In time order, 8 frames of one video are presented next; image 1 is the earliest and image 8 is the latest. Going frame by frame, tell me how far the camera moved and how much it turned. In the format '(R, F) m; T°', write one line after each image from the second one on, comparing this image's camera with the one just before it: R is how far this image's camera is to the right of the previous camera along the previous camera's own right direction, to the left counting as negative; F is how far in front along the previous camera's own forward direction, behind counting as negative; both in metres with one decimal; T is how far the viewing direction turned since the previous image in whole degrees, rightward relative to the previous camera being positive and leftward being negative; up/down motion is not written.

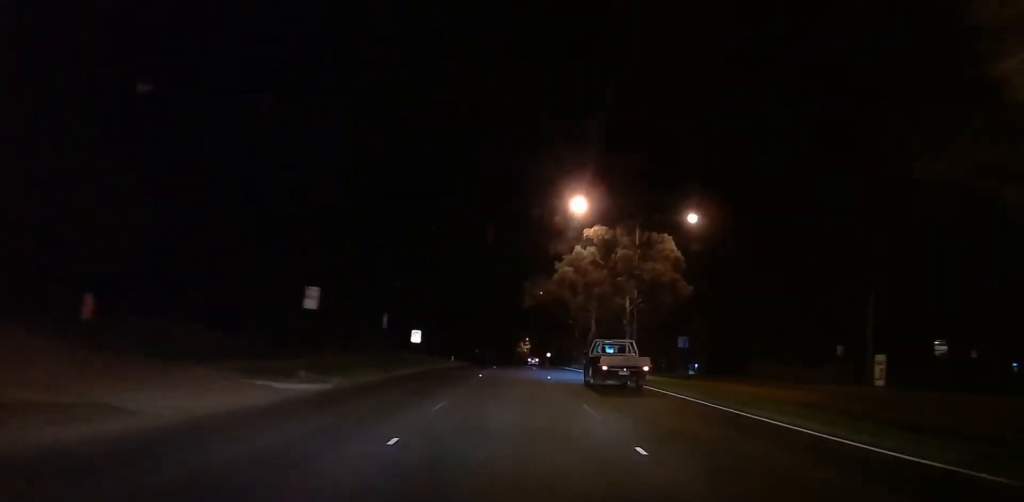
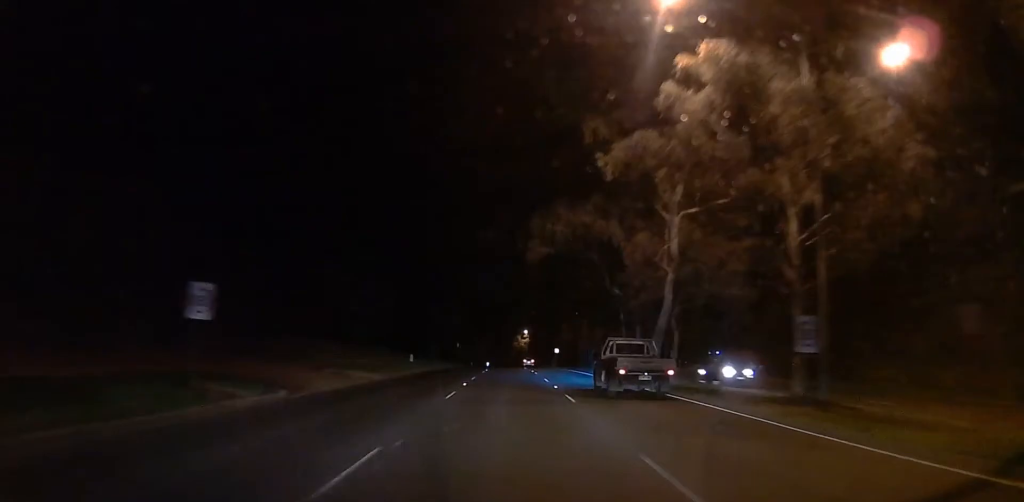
(-0.4, +31.6) m; -1°
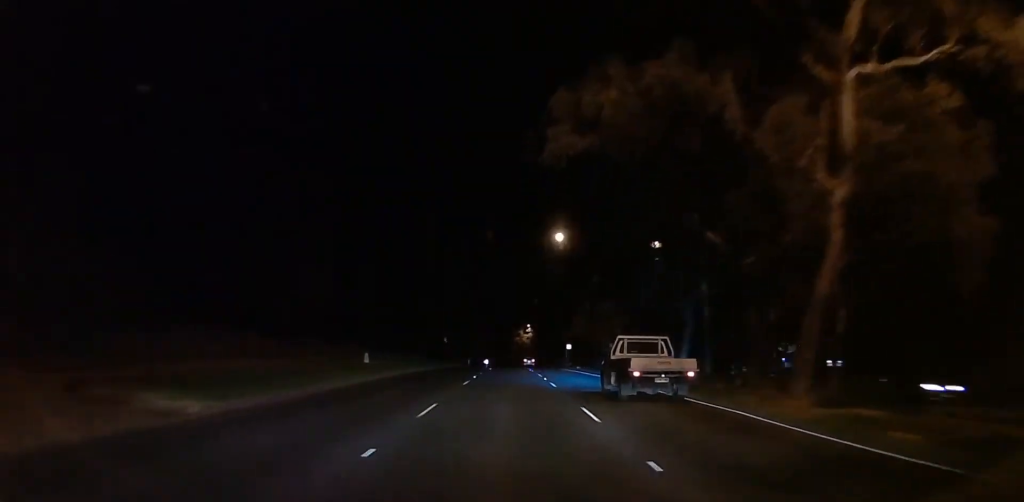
(0.0, +16.9) m; 0°
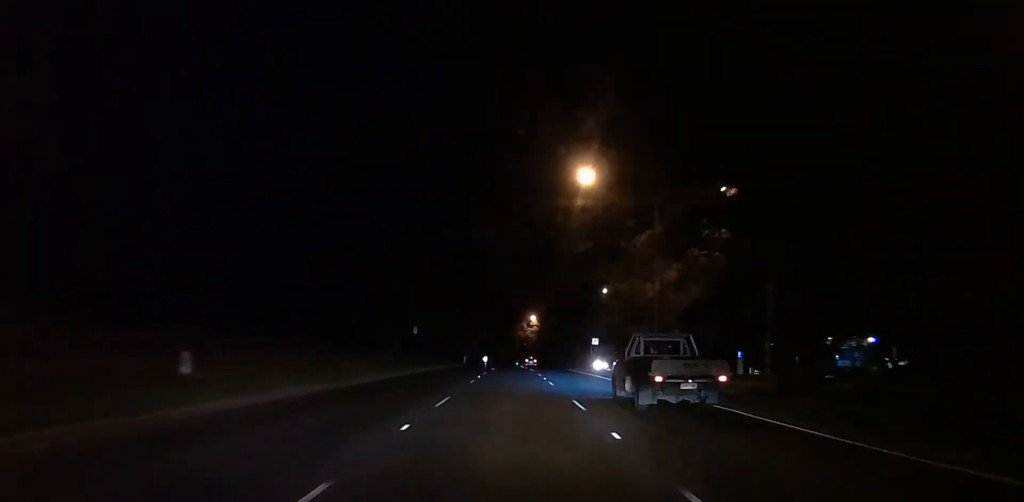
(0.0, +20.4) m; 0°
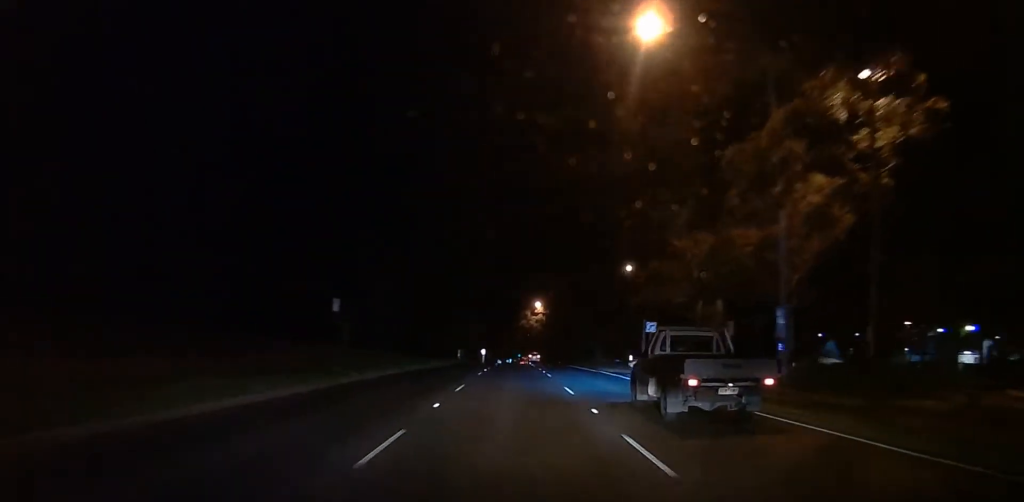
(0.0, +19.8) m; 0°
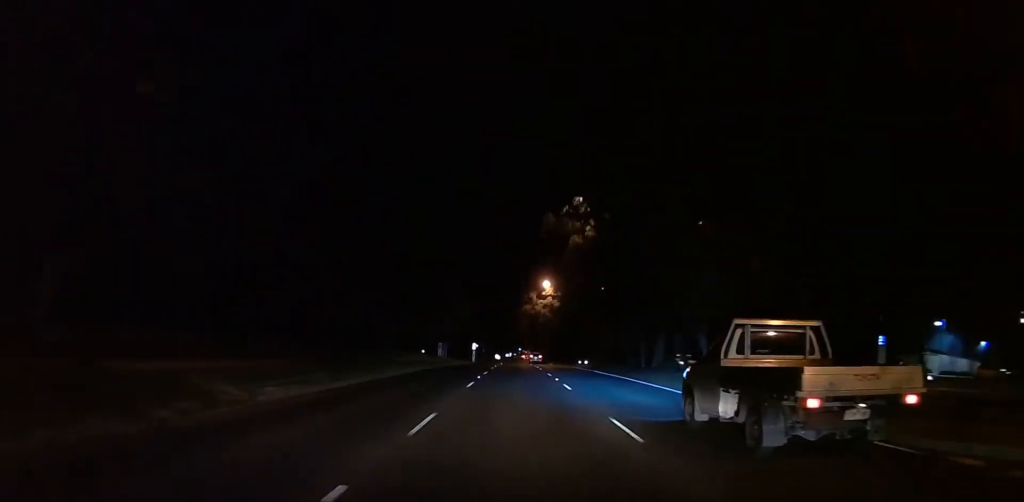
(0.0, +33.0) m; 0°
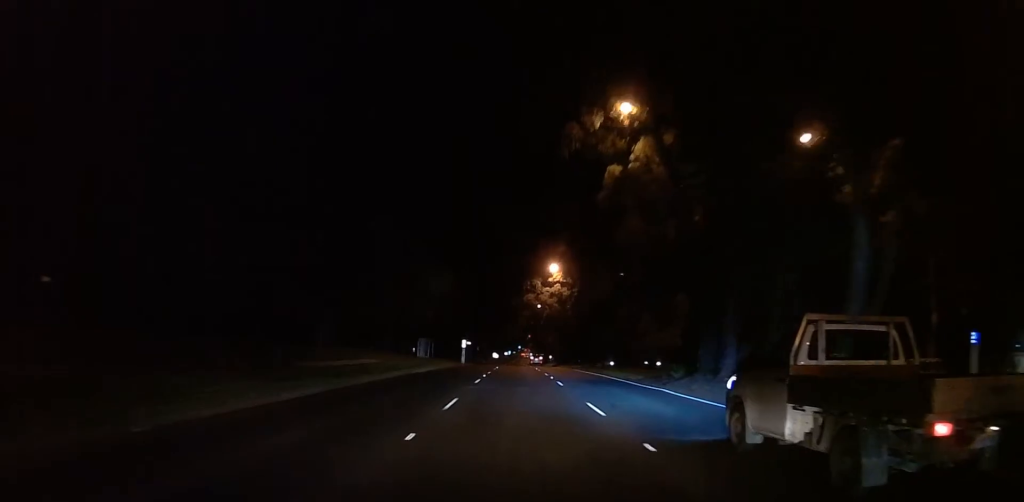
(0.0, +19.4) m; 0°
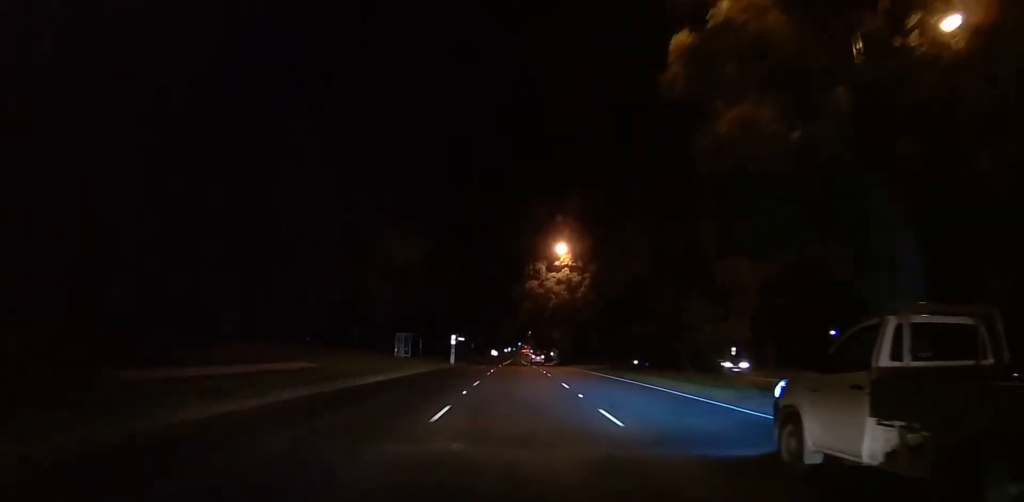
(0.0, +13.9) m; 0°
